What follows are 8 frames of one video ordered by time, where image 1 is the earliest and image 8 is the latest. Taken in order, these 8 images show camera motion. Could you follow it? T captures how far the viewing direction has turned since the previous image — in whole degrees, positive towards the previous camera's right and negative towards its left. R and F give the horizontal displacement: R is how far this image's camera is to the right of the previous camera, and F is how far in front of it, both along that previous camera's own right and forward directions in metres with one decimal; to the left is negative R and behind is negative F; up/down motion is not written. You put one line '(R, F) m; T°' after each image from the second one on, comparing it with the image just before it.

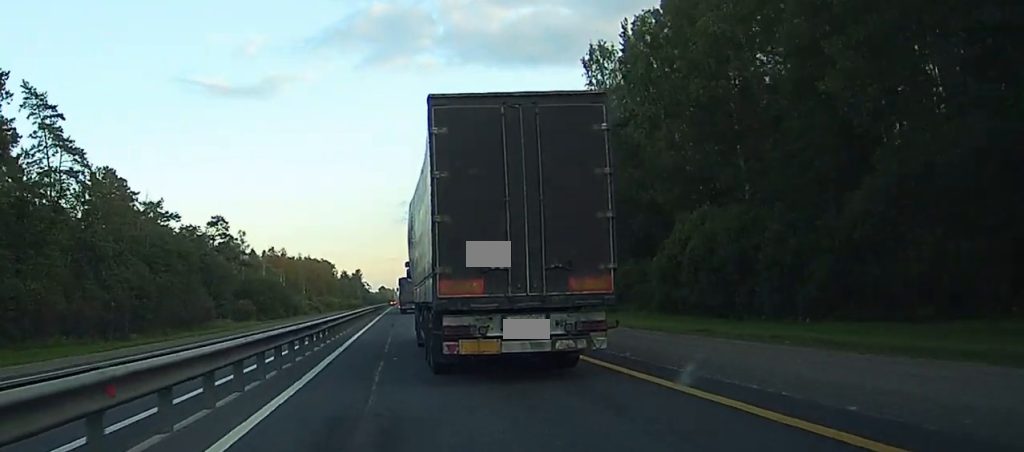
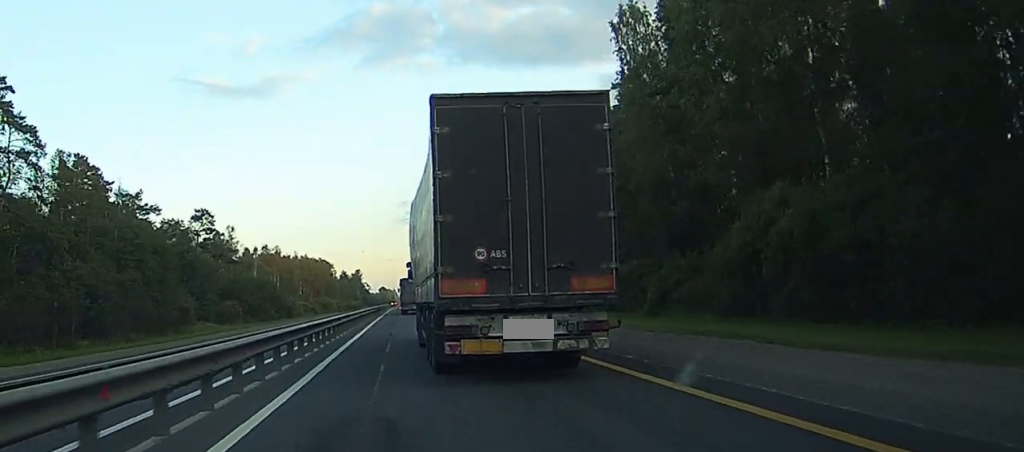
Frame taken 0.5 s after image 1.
(+0.1, +12.0) m; 0°
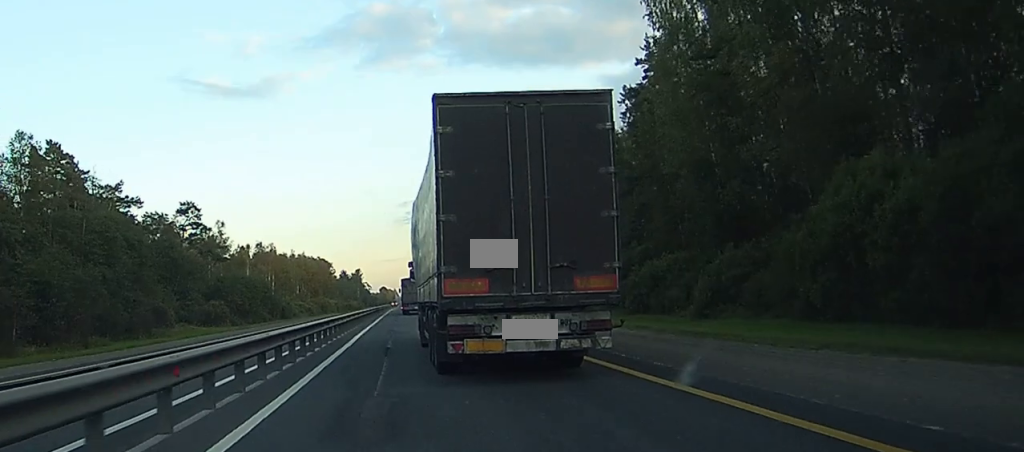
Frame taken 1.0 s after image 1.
(+0.1, +9.8) m; 0°
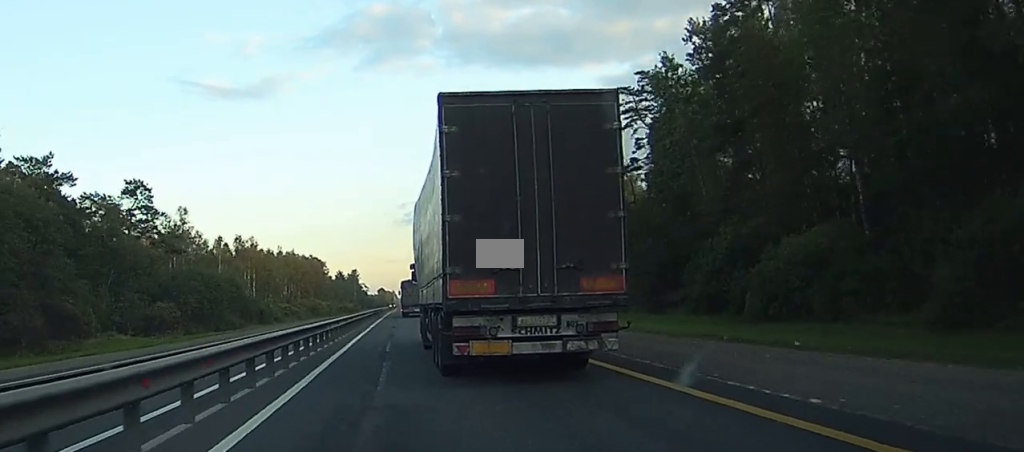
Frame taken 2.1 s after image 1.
(-0.3, +25.8) m; -1°
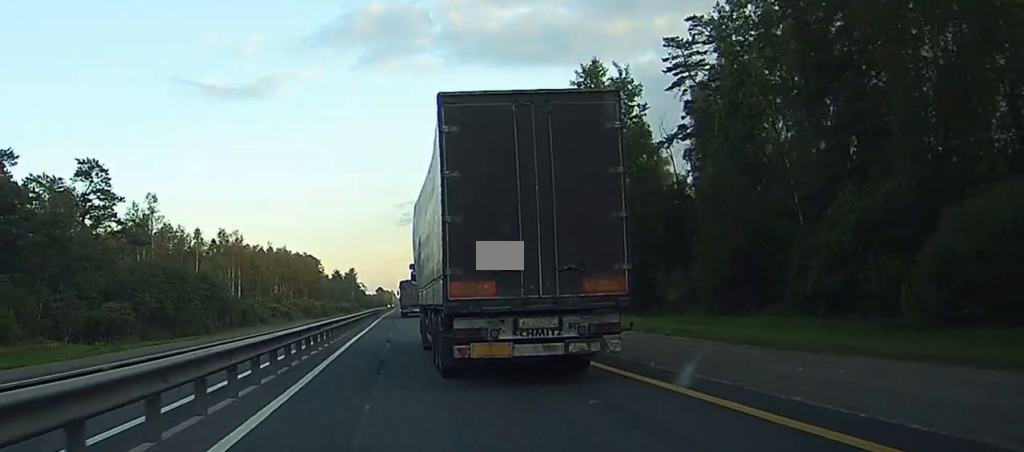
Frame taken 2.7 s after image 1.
(0.0, +16.7) m; 0°
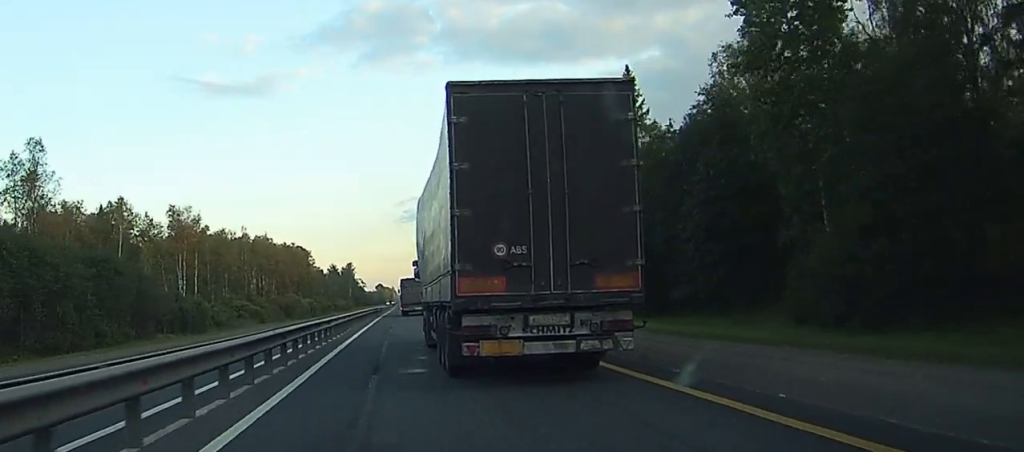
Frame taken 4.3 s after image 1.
(+0.3, +43.8) m; 0°
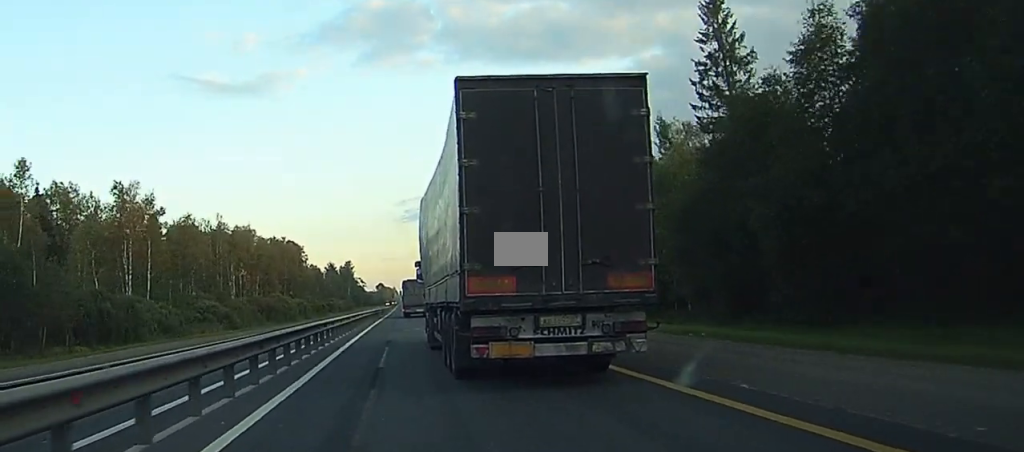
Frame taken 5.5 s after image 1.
(-0.1, +32.7) m; 0°
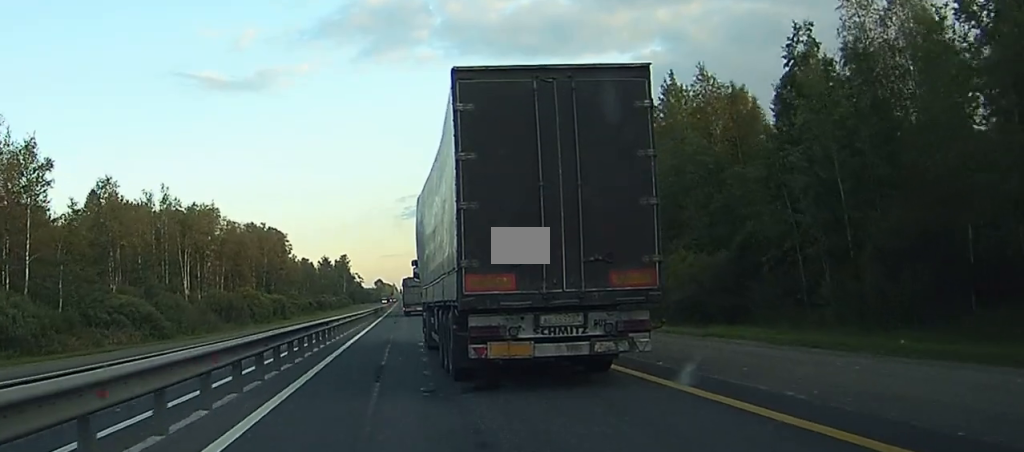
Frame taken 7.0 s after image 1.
(-0.1, +40.9) m; 0°
